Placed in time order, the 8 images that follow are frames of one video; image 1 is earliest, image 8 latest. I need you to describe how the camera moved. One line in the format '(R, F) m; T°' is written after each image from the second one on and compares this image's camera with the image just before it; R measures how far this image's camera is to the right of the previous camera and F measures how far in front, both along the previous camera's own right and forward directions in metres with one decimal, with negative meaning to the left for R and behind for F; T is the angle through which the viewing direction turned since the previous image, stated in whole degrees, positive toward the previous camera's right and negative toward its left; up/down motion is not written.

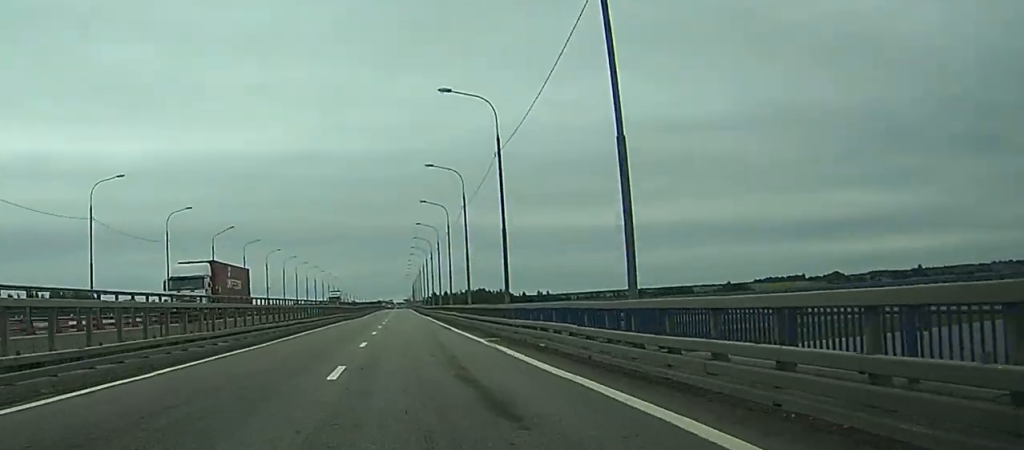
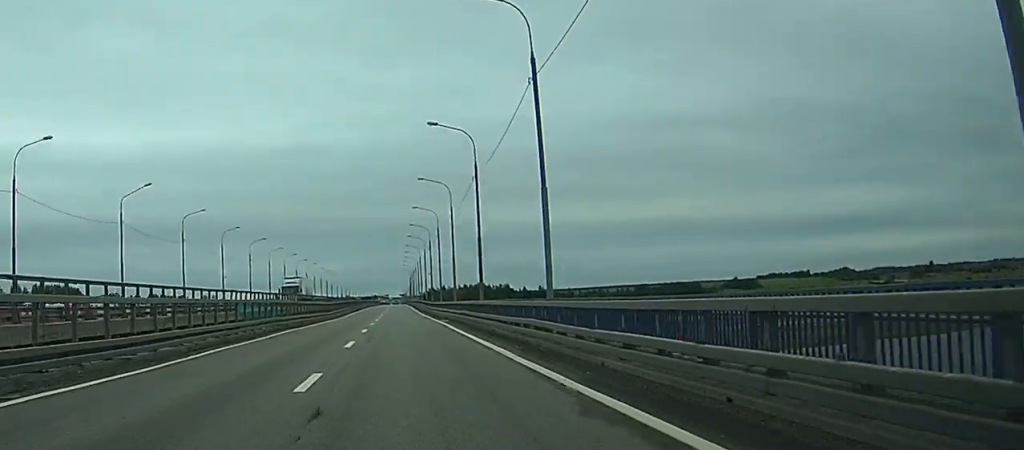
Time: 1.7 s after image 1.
(+0.3, +37.5) m; +1°
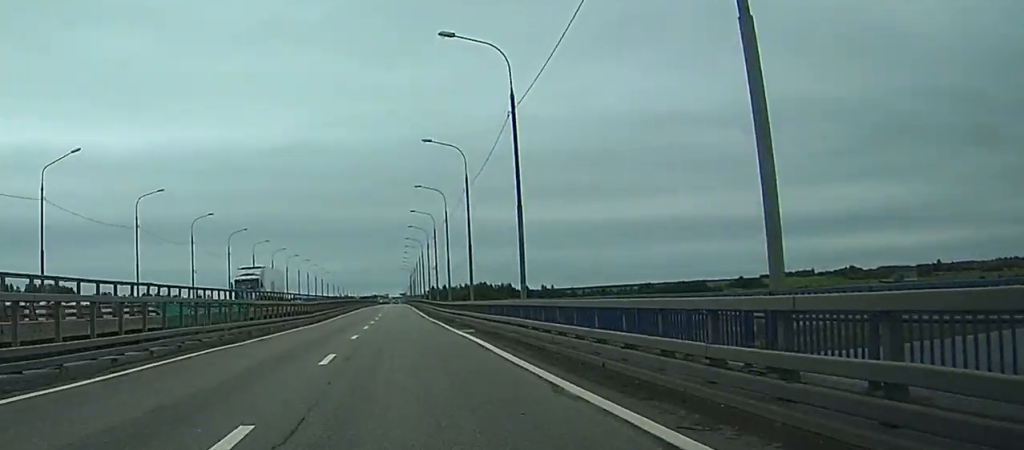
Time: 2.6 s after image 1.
(0.0, +18.2) m; 0°
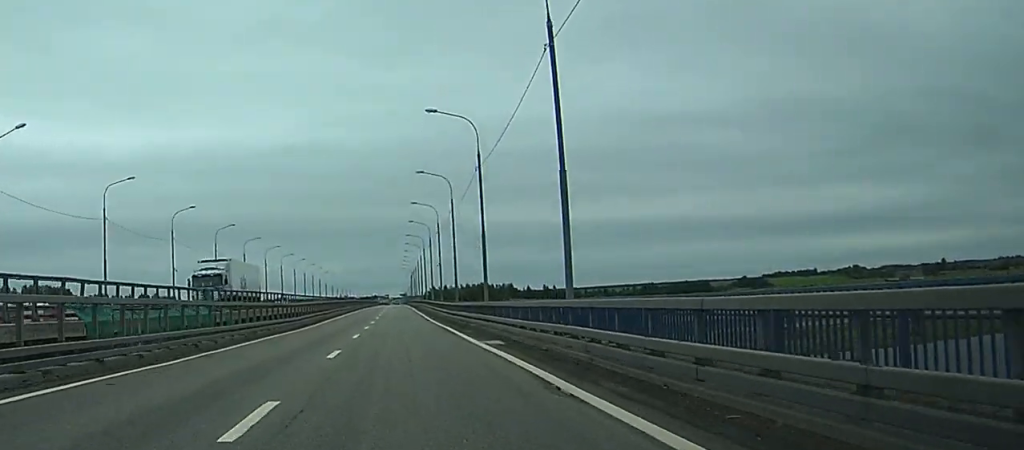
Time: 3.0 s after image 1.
(0.0, +9.5) m; 0°
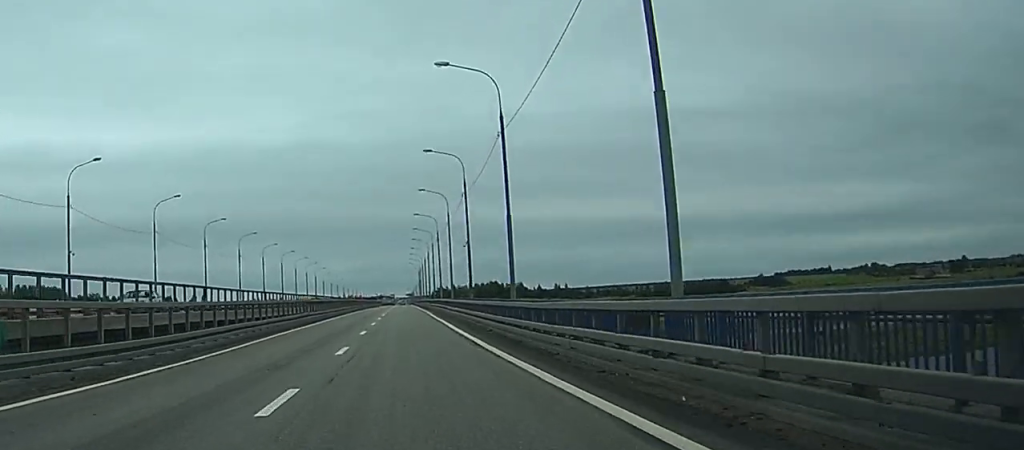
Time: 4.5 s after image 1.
(-0.4, +33.3) m; -1°
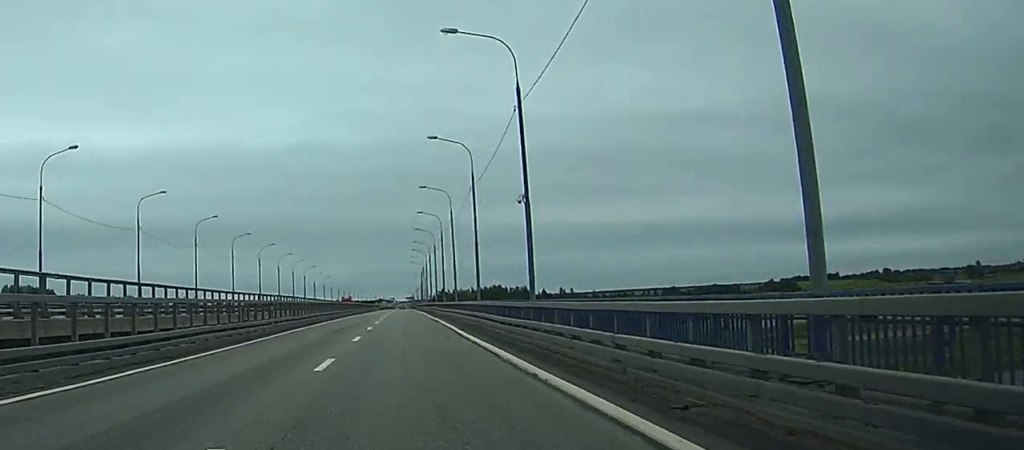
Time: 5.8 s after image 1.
(-0.3, +29.1) m; 0°
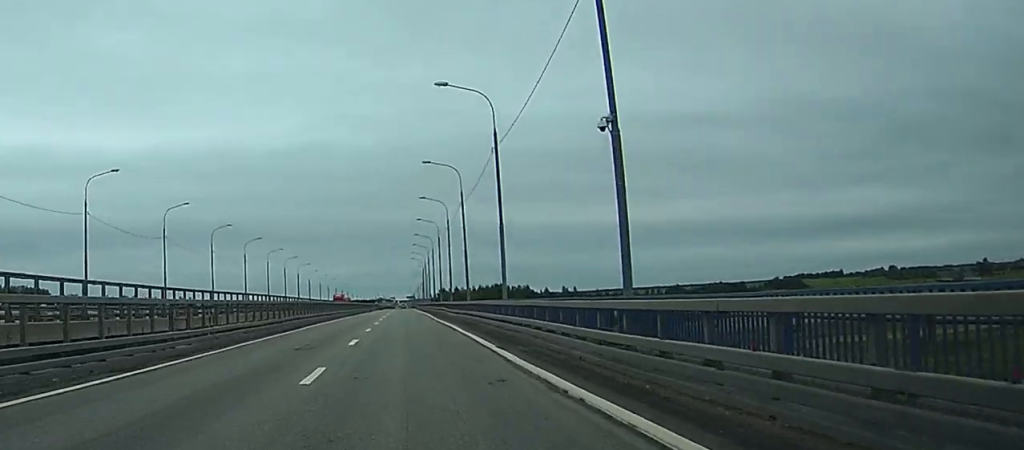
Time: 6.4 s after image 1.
(0.0, +14.2) m; 0°
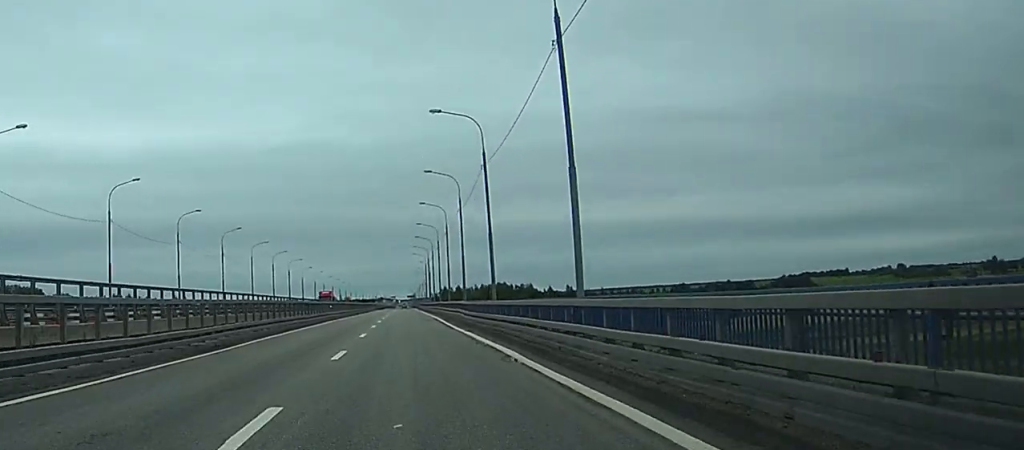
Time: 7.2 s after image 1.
(+0.1, +17.9) m; 0°
